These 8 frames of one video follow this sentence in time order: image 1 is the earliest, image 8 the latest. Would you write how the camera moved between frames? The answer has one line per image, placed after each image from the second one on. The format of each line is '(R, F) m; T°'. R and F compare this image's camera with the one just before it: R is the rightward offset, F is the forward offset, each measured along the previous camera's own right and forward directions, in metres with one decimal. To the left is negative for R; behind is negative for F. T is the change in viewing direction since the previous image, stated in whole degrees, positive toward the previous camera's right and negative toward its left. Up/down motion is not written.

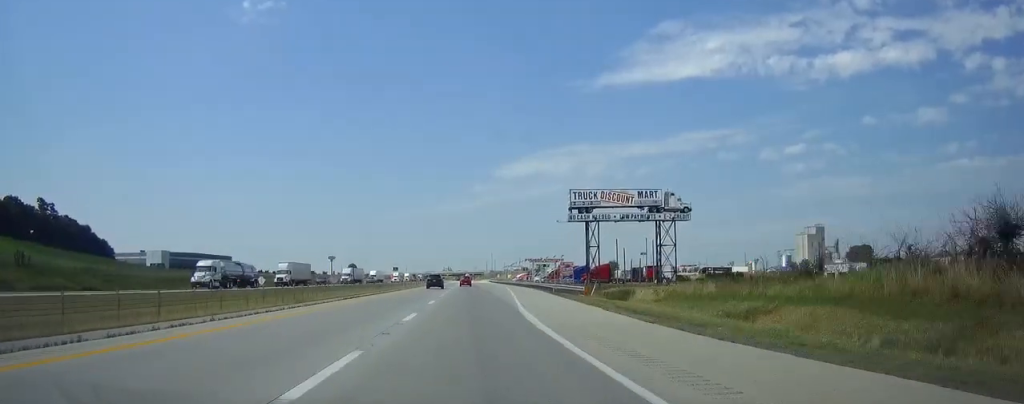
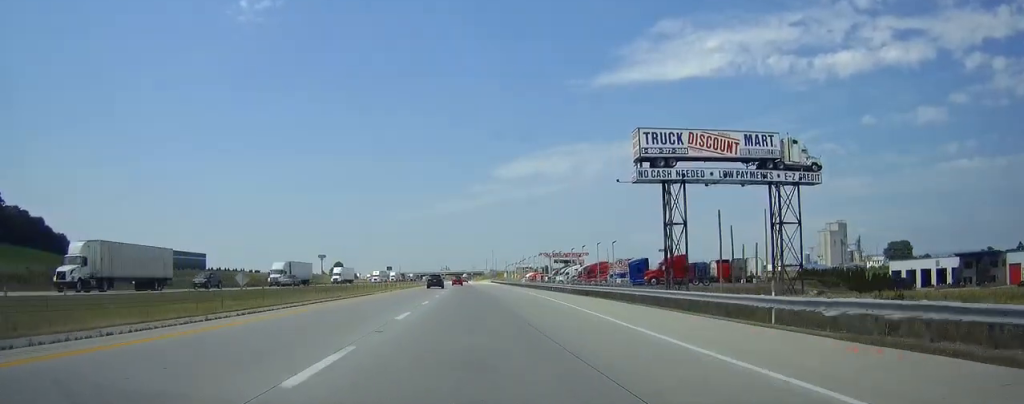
(-0.1, +48.4) m; 0°
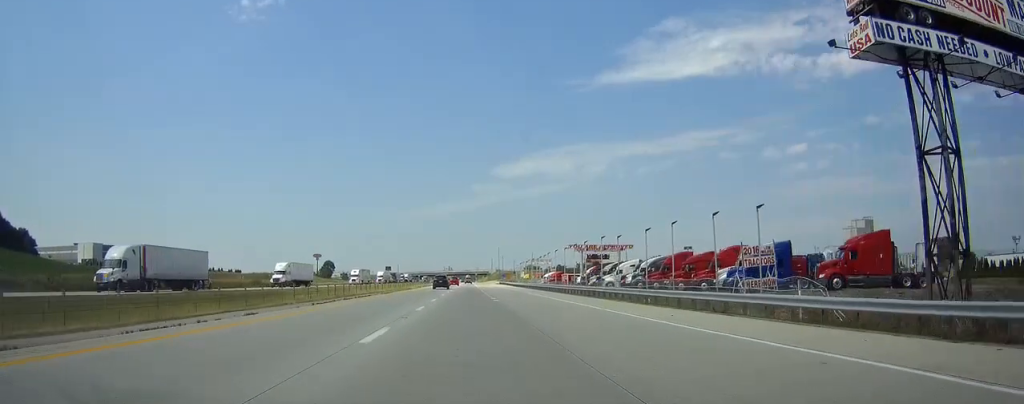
(+0.2, +43.1) m; 0°
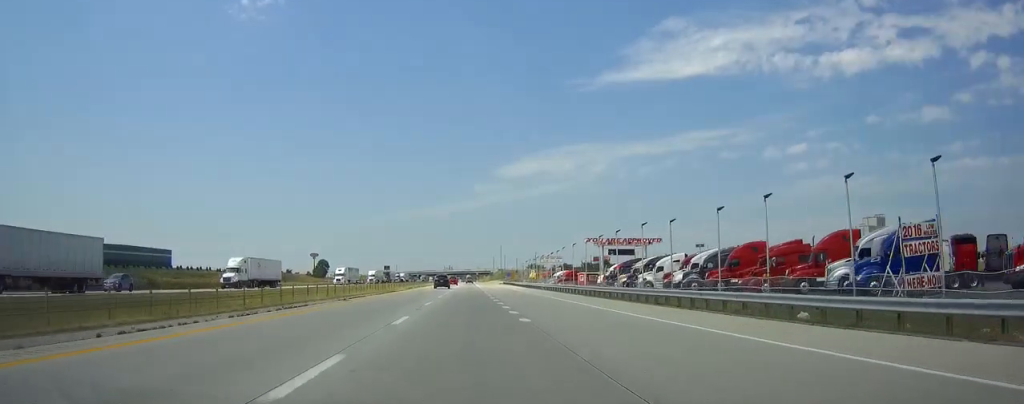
(0.0, +18.9) m; 0°
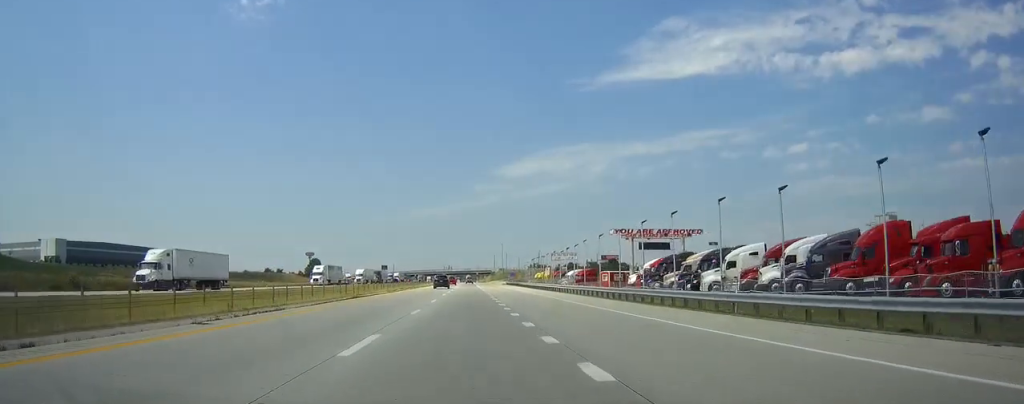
(0.0, +19.9) m; 0°
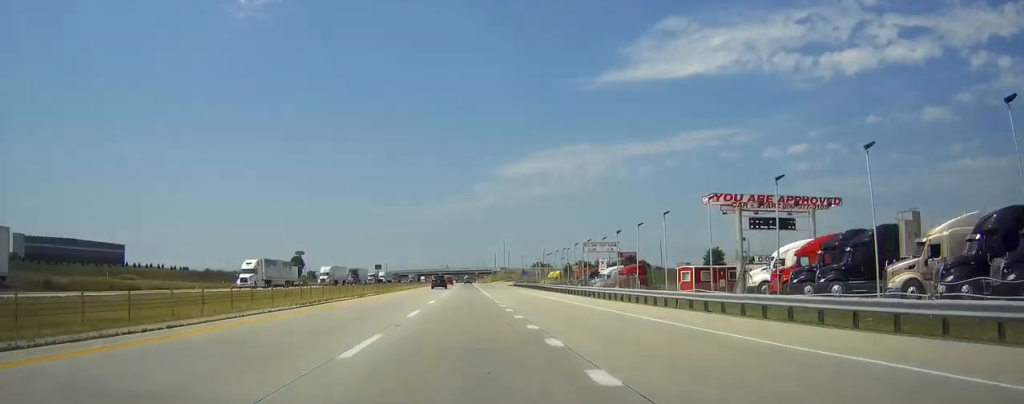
(-0.2, +36.8) m; 0°
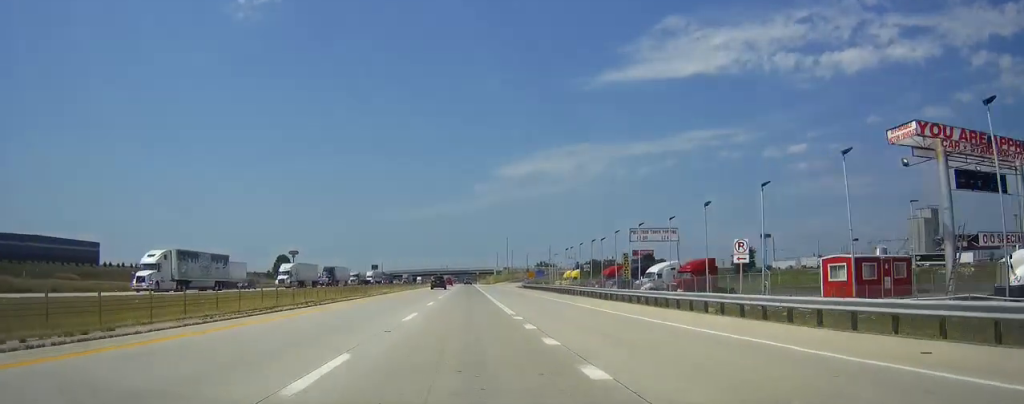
(0.0, +26.3) m; 0°
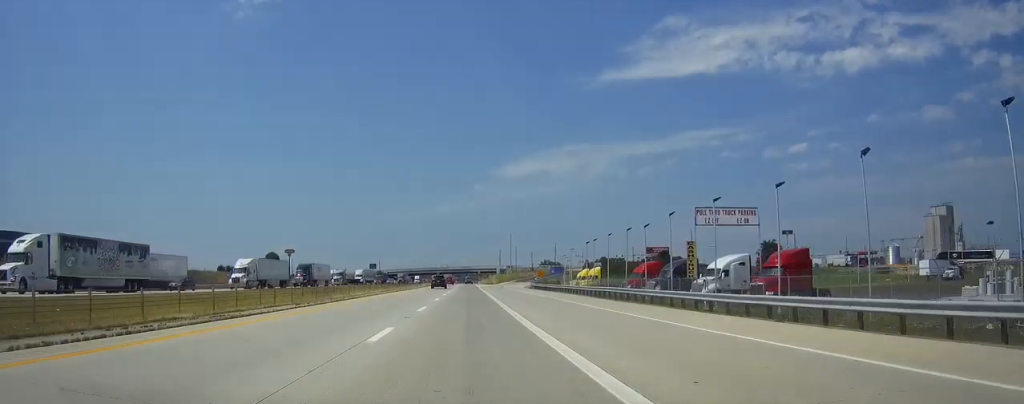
(0.0, +19.1) m; 0°
